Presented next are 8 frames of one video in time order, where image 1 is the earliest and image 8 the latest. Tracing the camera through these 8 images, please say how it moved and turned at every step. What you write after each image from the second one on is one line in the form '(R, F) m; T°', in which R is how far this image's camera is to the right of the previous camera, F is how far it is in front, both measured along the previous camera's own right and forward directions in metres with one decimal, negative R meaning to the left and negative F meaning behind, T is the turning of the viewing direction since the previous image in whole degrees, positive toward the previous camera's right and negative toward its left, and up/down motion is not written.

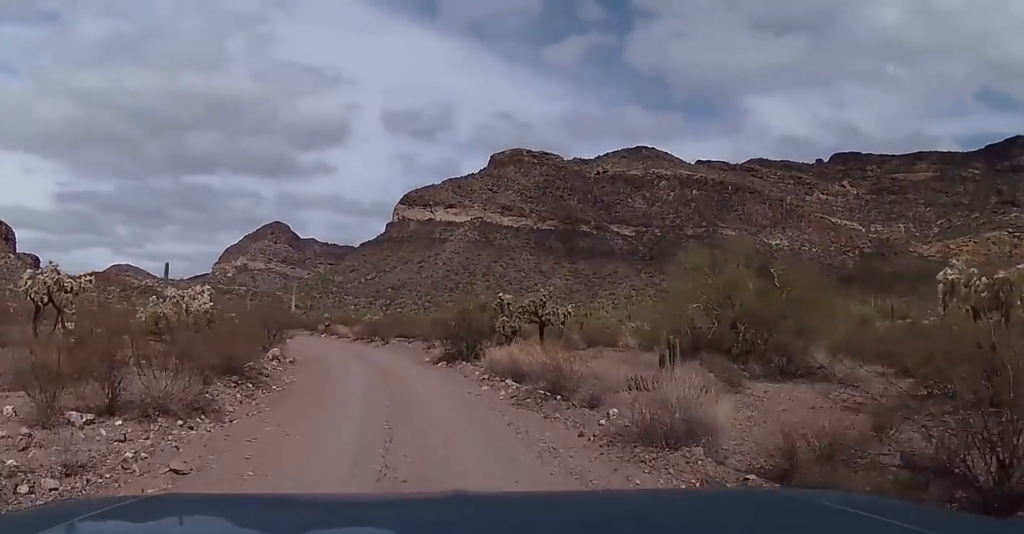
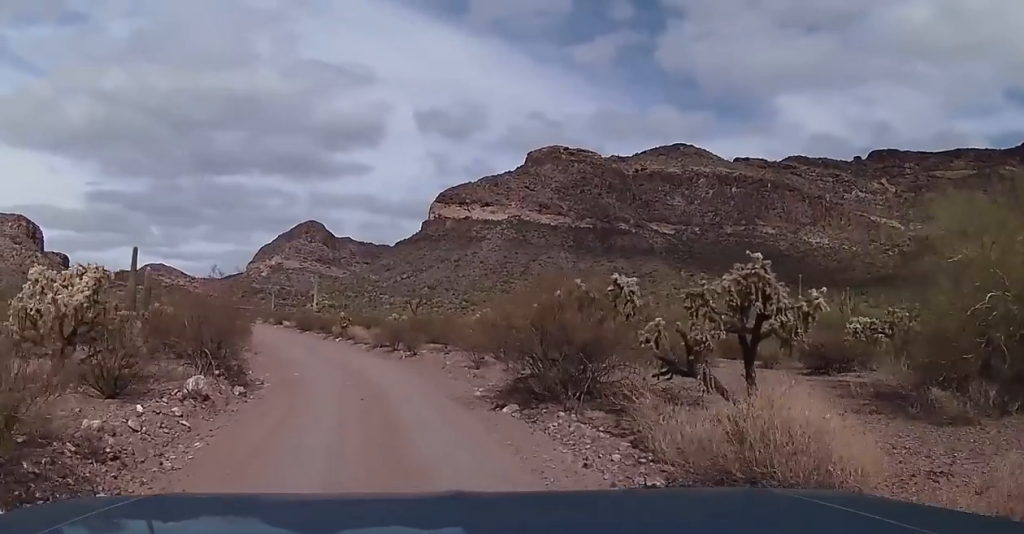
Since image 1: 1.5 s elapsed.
(+0.6, +9.9) m; -1°
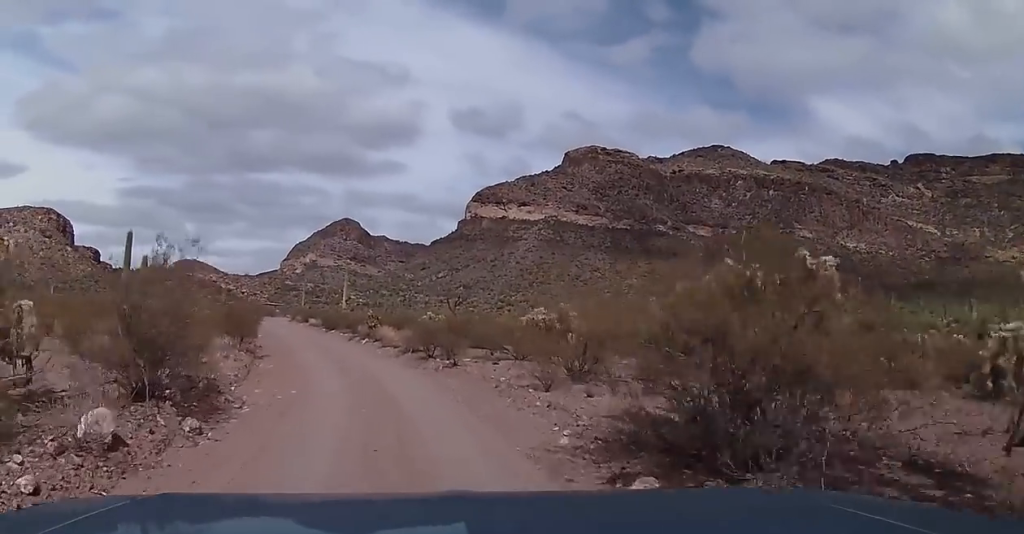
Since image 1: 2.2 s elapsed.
(-0.7, +4.8) m; -7°
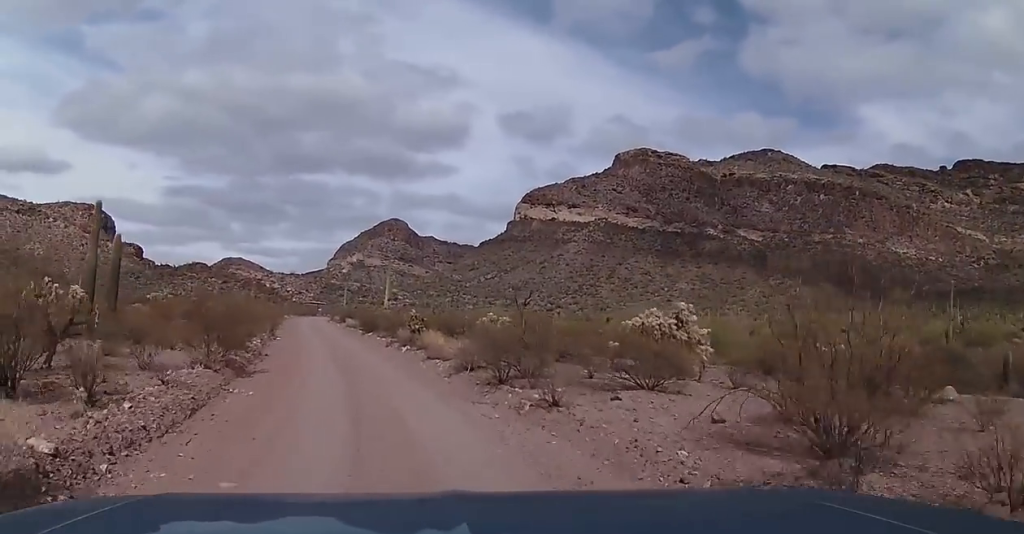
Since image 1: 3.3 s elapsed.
(-0.4, +7.7) m; -5°
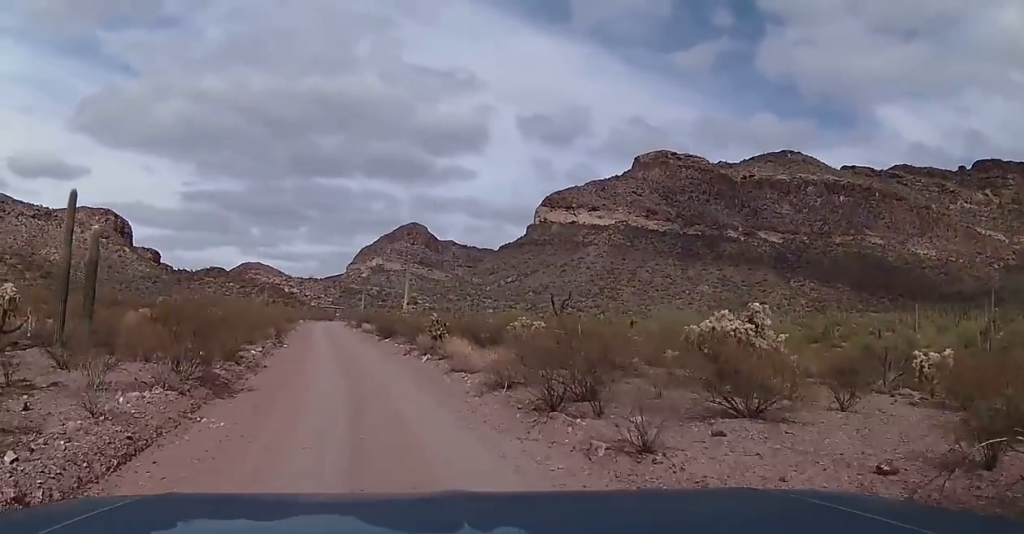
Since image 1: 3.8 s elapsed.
(-0.1, +3.0) m; -1°
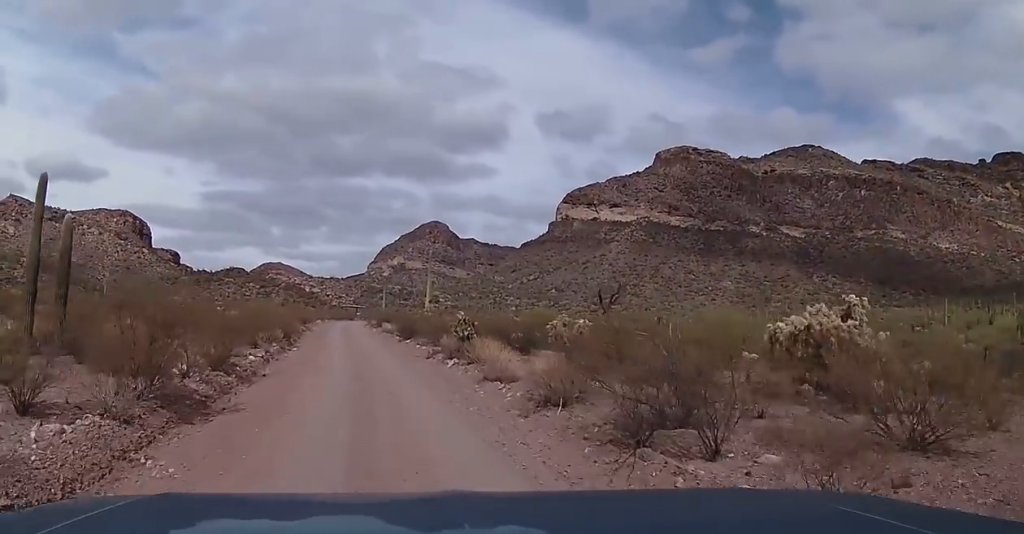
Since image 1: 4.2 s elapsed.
(-0.1, +3.1) m; -1°
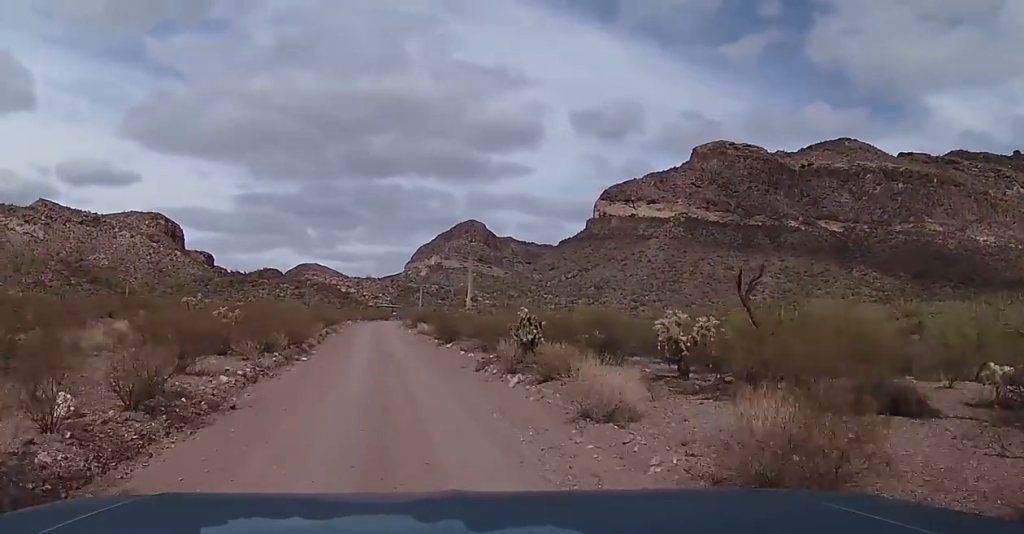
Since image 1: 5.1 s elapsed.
(-0.1, +6.2) m; -3°
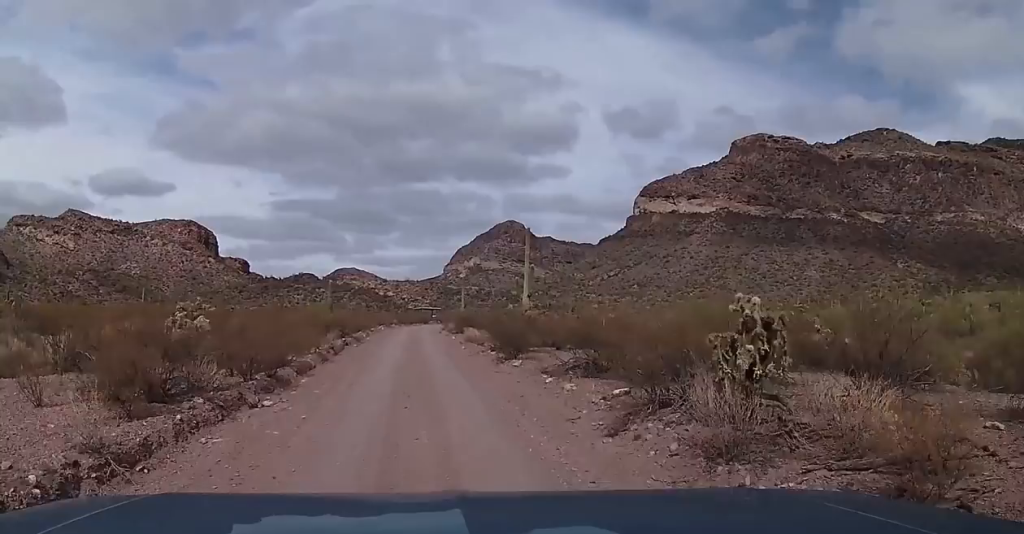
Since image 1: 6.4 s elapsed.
(-0.5, +10.1) m; -6°
